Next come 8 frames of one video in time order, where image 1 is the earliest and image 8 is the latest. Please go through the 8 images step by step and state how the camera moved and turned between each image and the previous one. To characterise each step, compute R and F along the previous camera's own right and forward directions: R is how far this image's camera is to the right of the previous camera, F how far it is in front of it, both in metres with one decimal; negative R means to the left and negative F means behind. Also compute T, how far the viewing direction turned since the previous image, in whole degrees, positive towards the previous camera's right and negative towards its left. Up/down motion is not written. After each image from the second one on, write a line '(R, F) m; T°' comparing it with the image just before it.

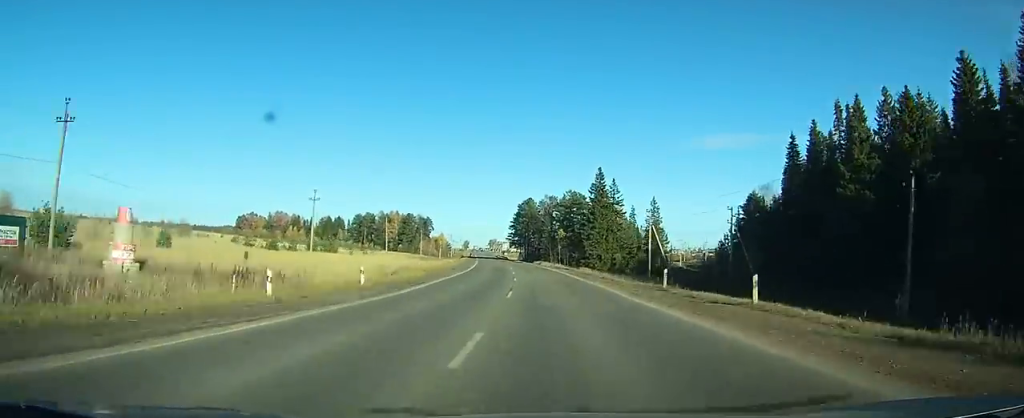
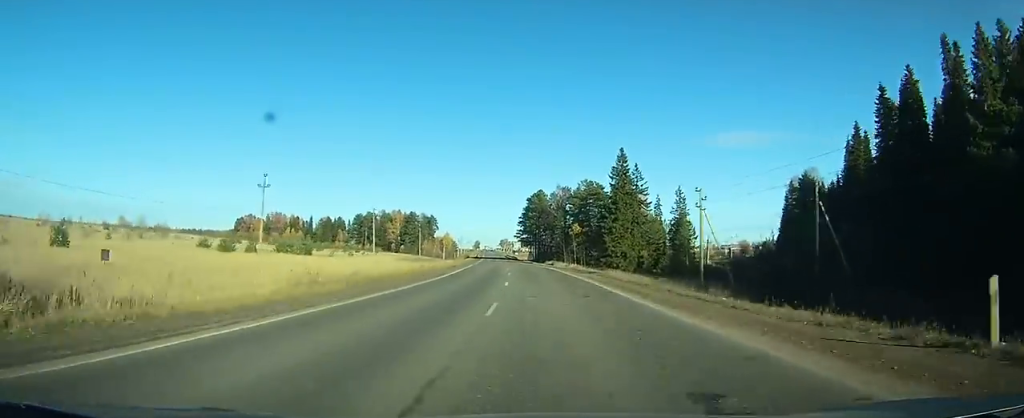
(-0.1, +18.8) m; -1°
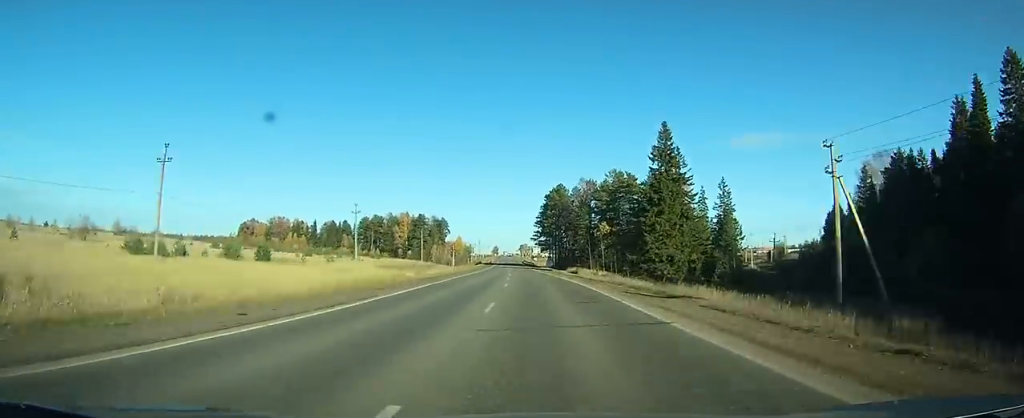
(+0.1, +22.0) m; -1°
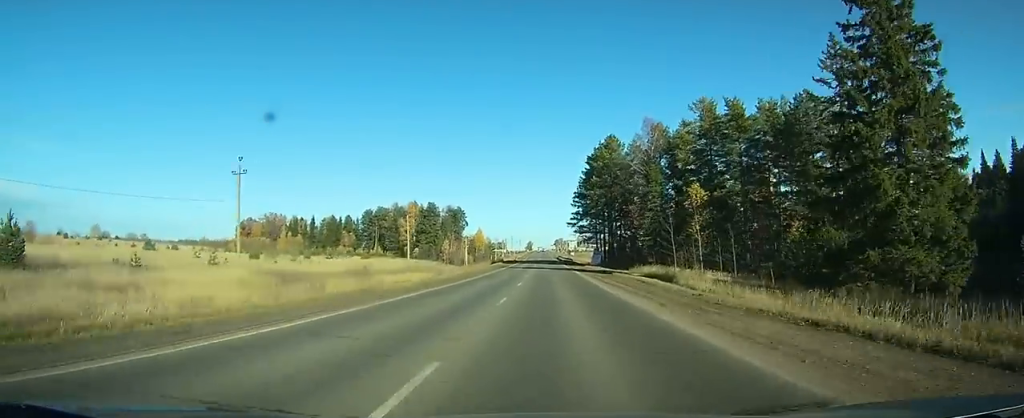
(-1.2, +45.5) m; -3°
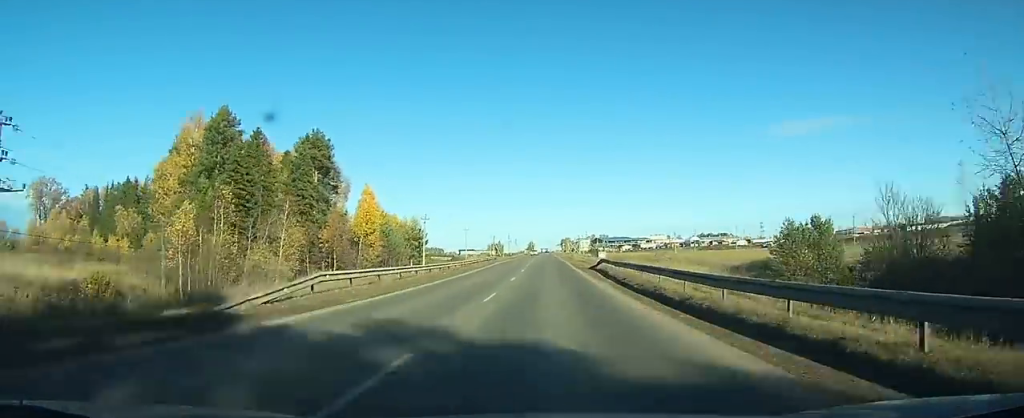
(-3.4, +125.2) m; -2°
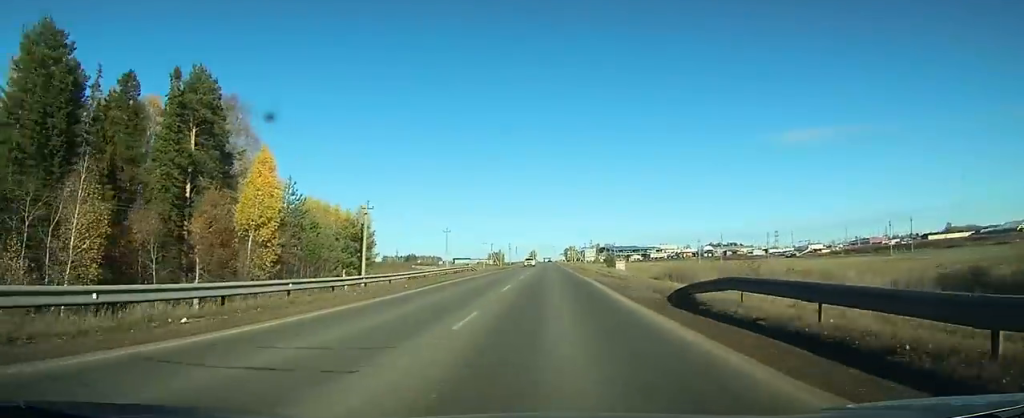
(-0.1, +27.9) m; 0°
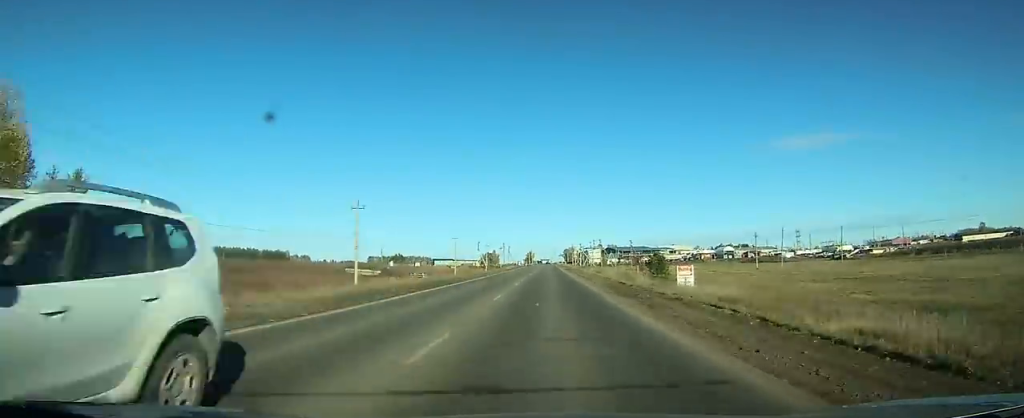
(-0.1, +48.8) m; 0°
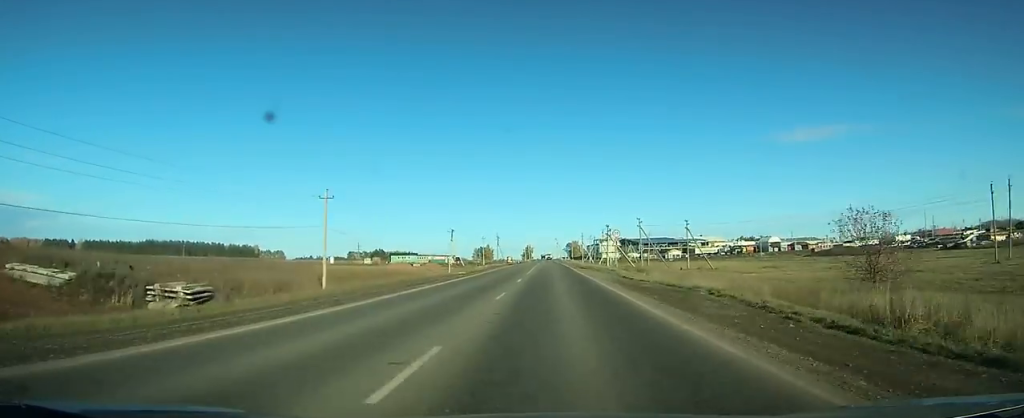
(-0.2, +77.3) m; 0°
